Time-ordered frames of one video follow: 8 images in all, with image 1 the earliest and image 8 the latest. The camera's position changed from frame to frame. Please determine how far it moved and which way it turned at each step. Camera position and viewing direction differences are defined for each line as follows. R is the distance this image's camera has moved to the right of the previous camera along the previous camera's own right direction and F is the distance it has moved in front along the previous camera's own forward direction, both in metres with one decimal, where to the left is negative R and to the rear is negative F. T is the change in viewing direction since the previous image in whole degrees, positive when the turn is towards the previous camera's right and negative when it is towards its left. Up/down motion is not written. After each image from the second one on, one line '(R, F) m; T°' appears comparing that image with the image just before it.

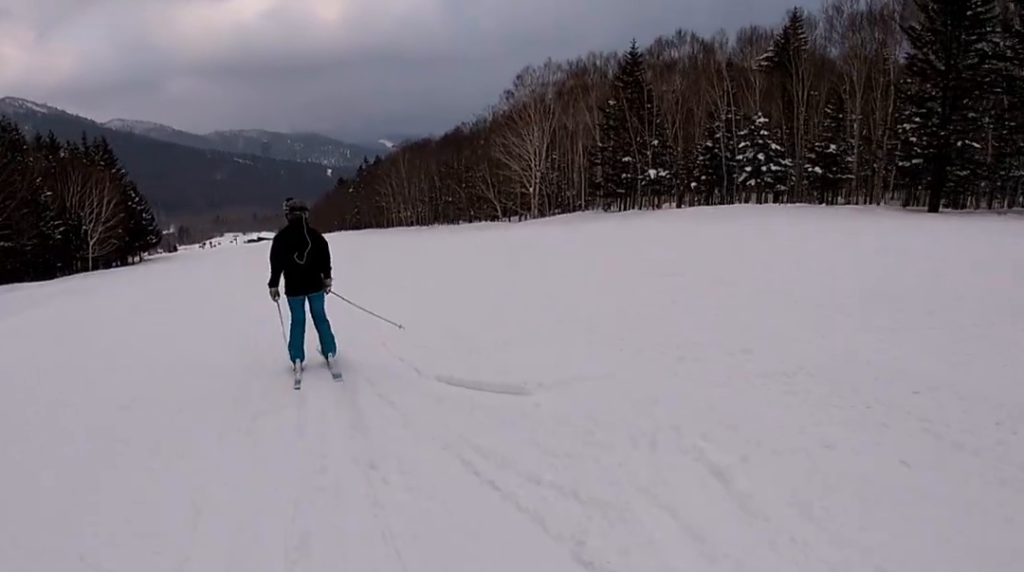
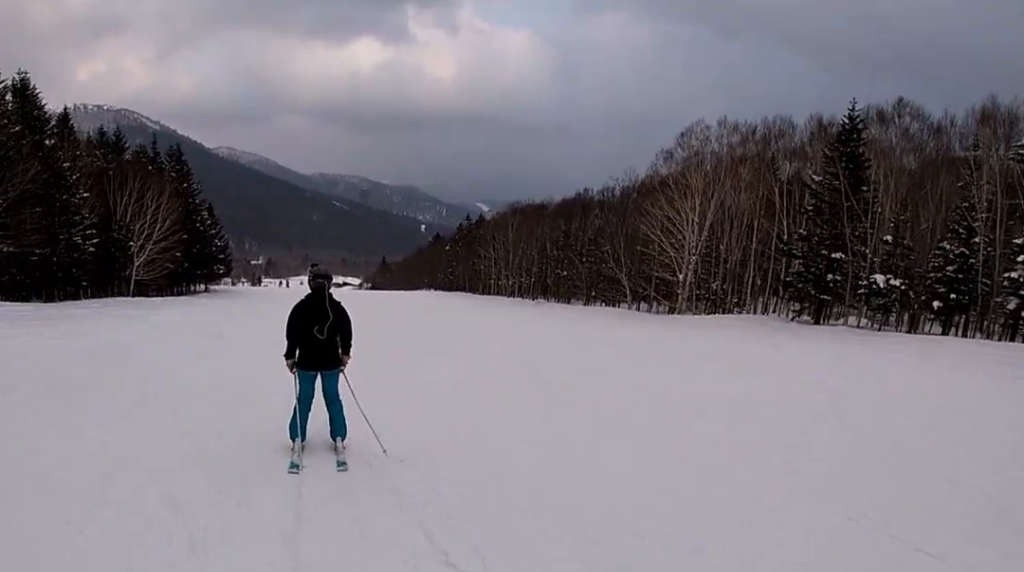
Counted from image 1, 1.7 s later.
(+2.0, +13.8) m; +9°
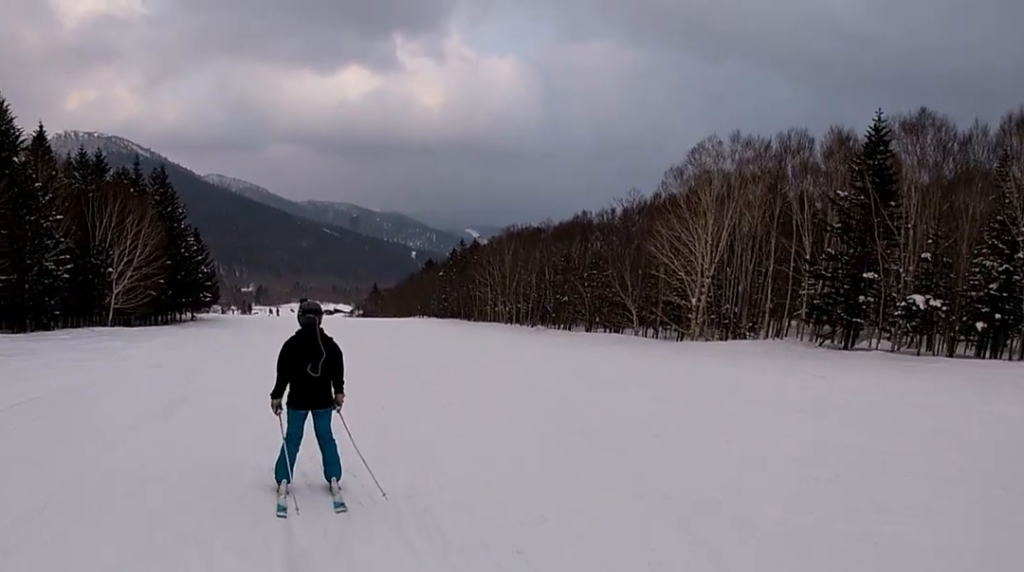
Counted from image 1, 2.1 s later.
(0.0, +3.4) m; +1°
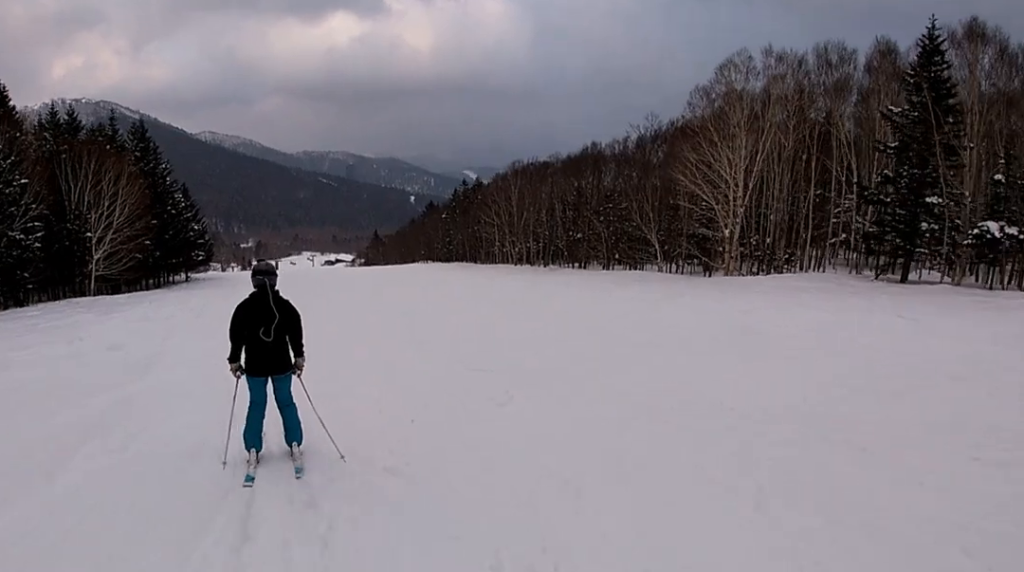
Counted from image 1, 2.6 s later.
(+0.1, +4.2) m; +2°
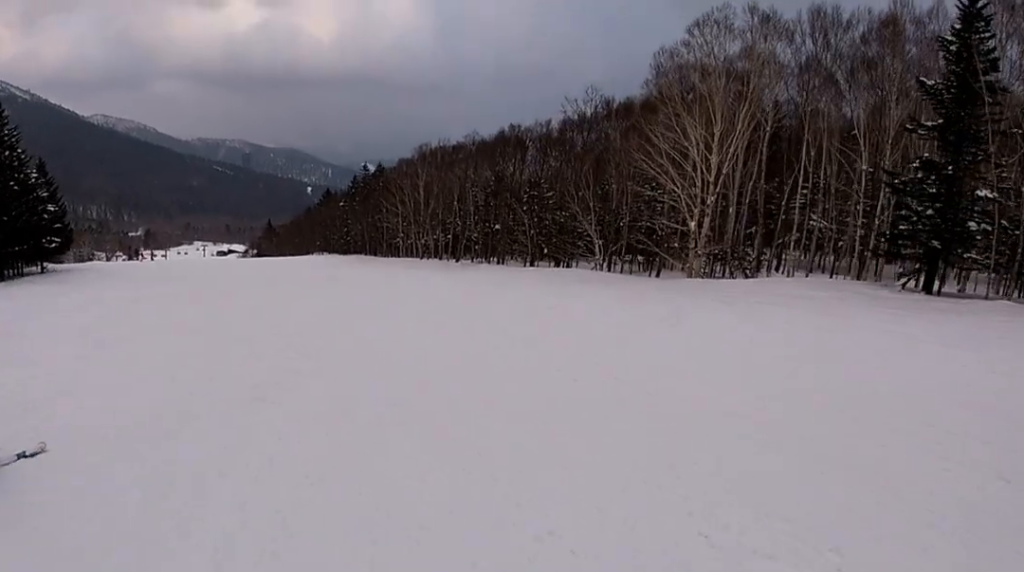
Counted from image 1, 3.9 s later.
(+0.3, +10.0) m; +10°
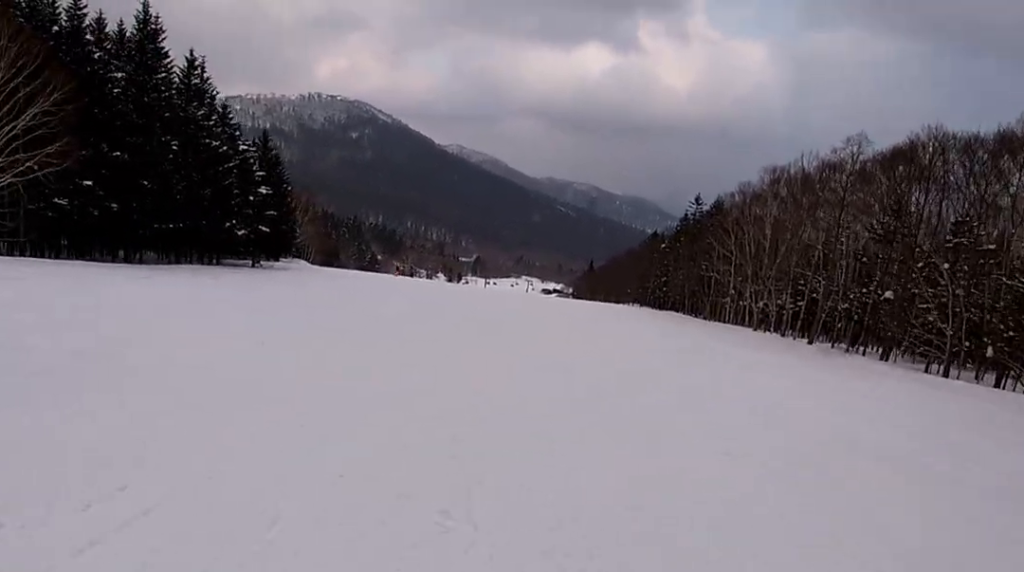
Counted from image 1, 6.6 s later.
(-1.3, +21.9) m; -20°
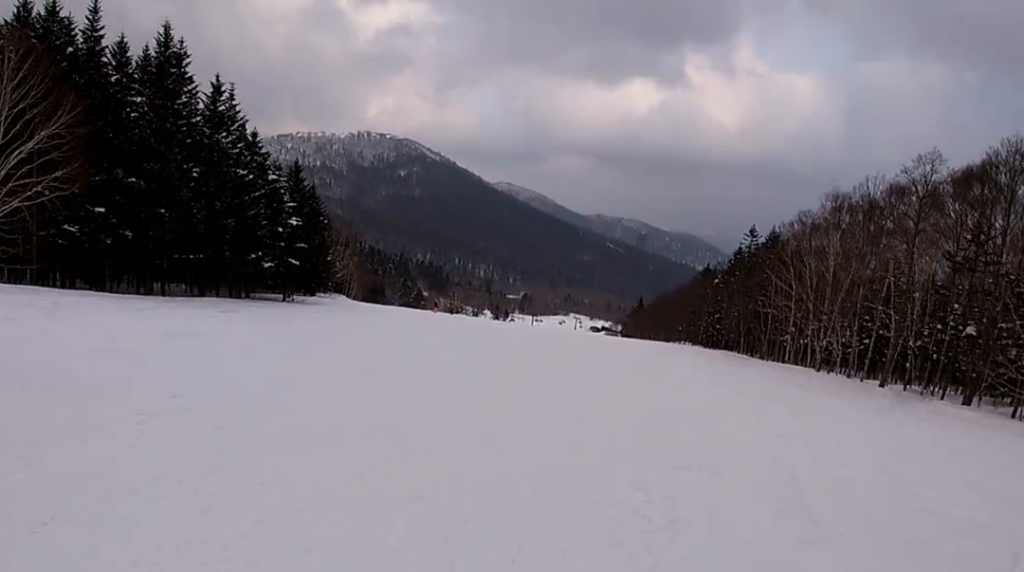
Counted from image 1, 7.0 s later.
(-0.1, +3.4) m; -3°
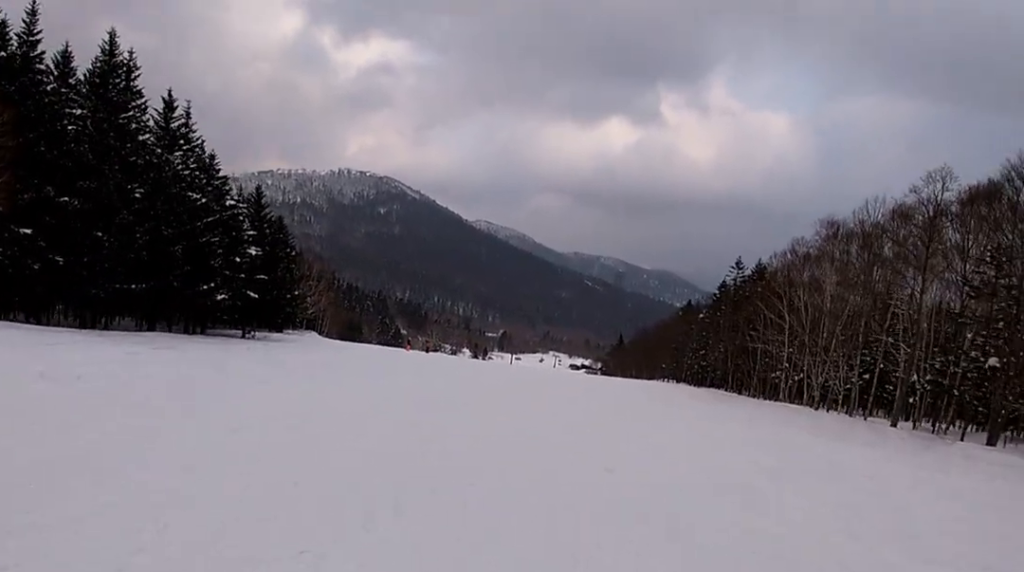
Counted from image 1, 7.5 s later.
(-0.8, +4.3) m; -1°
